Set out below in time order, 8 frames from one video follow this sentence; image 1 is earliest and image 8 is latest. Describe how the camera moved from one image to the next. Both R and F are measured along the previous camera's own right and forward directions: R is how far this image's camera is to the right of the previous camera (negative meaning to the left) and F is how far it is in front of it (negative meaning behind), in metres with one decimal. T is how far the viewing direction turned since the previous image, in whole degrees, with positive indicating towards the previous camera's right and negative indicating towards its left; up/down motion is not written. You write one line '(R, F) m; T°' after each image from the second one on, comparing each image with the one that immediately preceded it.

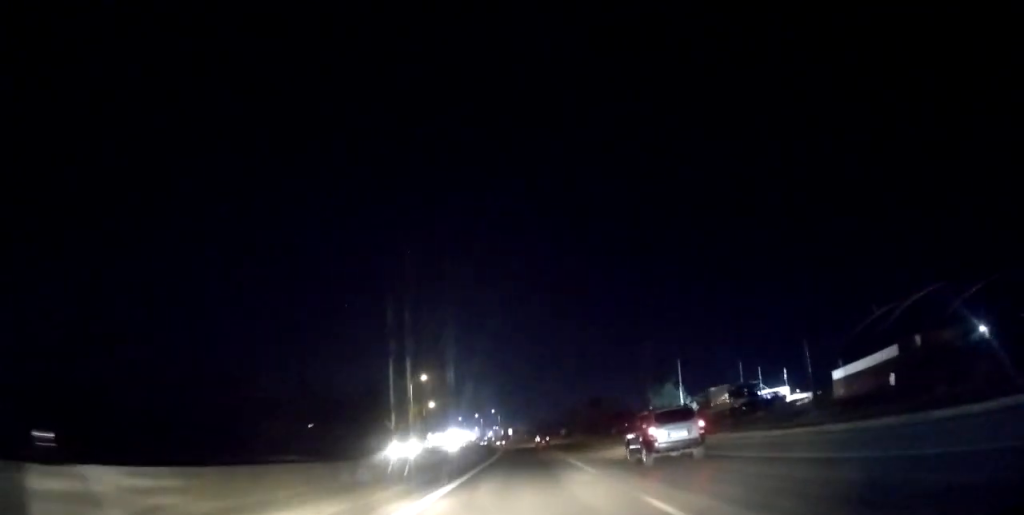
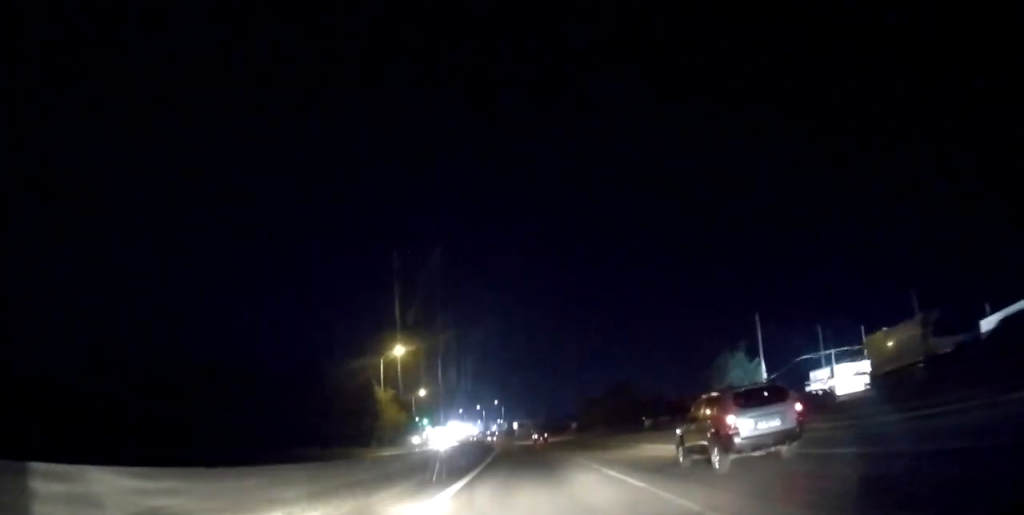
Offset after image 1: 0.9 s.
(+0.2, +28.3) m; -2°
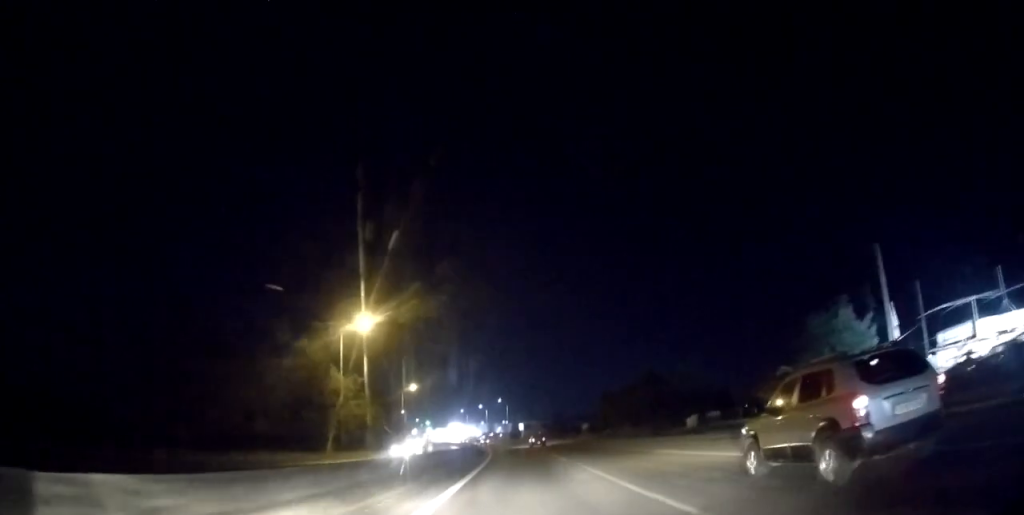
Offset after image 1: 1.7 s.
(-0.8, +22.0) m; -2°
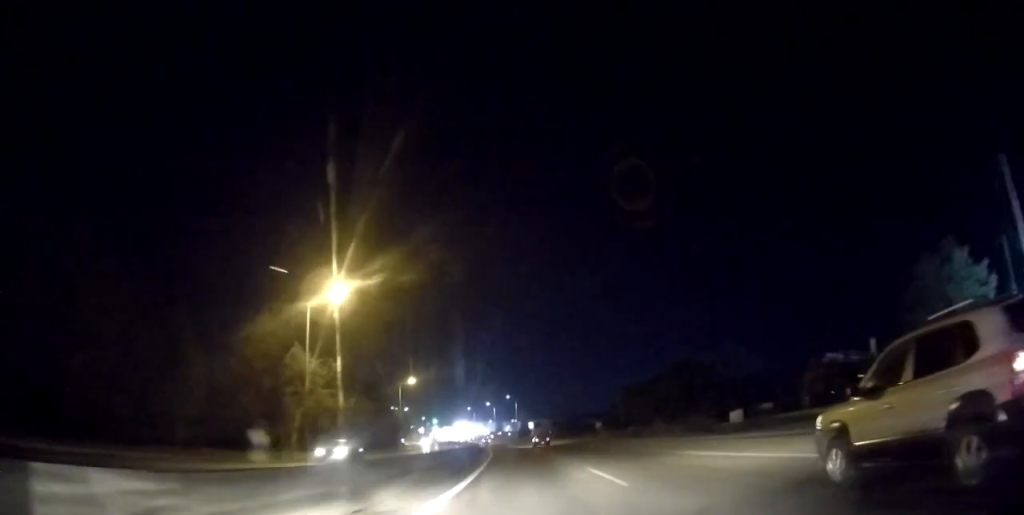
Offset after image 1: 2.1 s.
(-0.2, +12.7) m; 0°
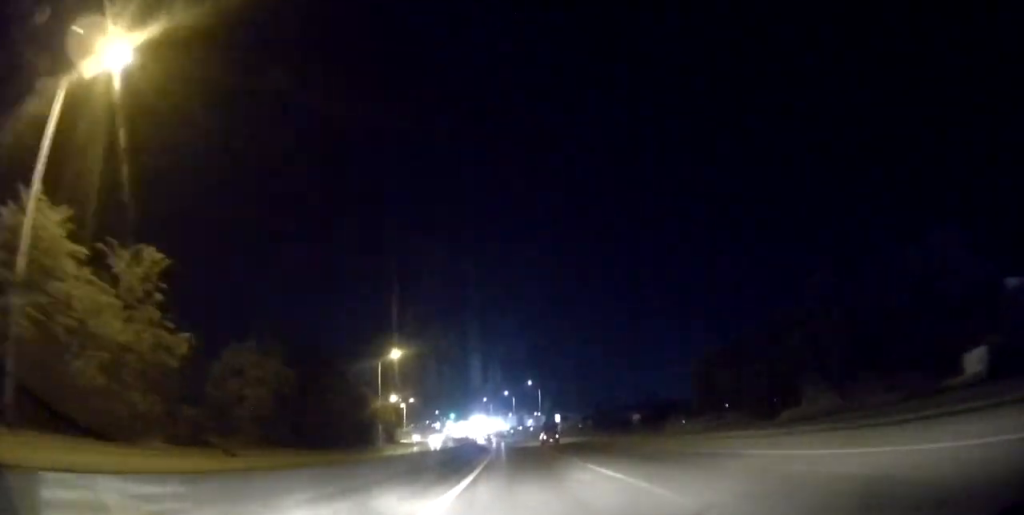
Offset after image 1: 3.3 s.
(+0.1, +33.2) m; 0°
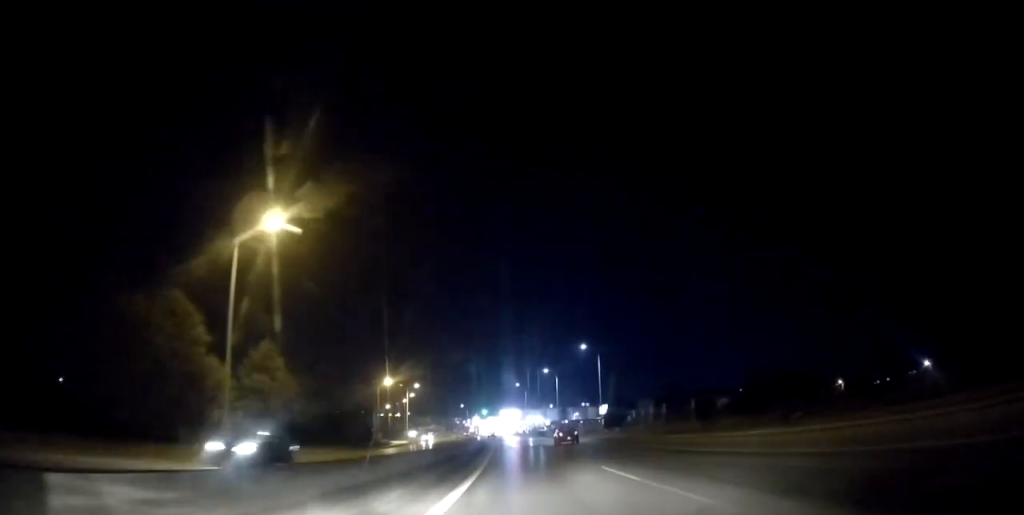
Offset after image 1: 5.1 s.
(-2.4, +54.2) m; -6°
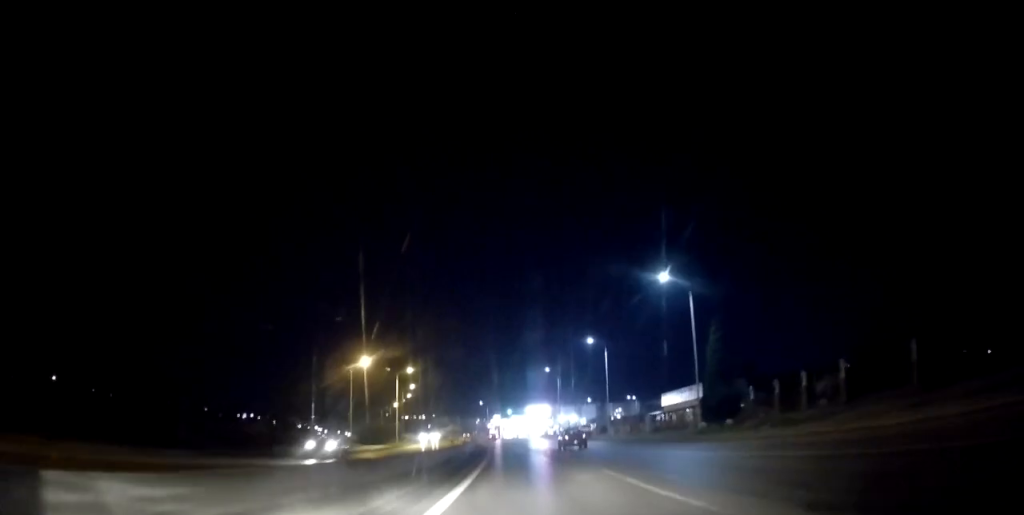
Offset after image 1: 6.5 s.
(-0.8, +41.2) m; -2°
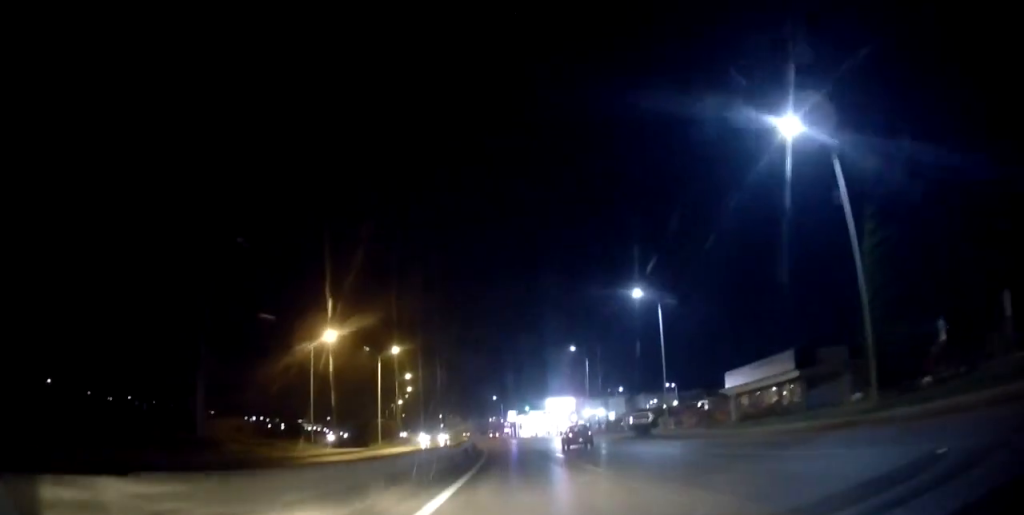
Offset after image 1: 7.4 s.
(-0.5, +26.4) m; -2°
